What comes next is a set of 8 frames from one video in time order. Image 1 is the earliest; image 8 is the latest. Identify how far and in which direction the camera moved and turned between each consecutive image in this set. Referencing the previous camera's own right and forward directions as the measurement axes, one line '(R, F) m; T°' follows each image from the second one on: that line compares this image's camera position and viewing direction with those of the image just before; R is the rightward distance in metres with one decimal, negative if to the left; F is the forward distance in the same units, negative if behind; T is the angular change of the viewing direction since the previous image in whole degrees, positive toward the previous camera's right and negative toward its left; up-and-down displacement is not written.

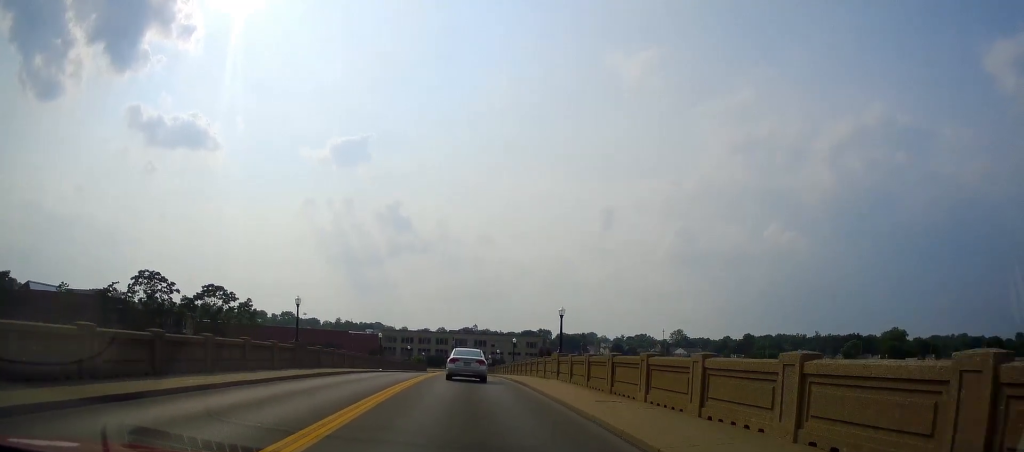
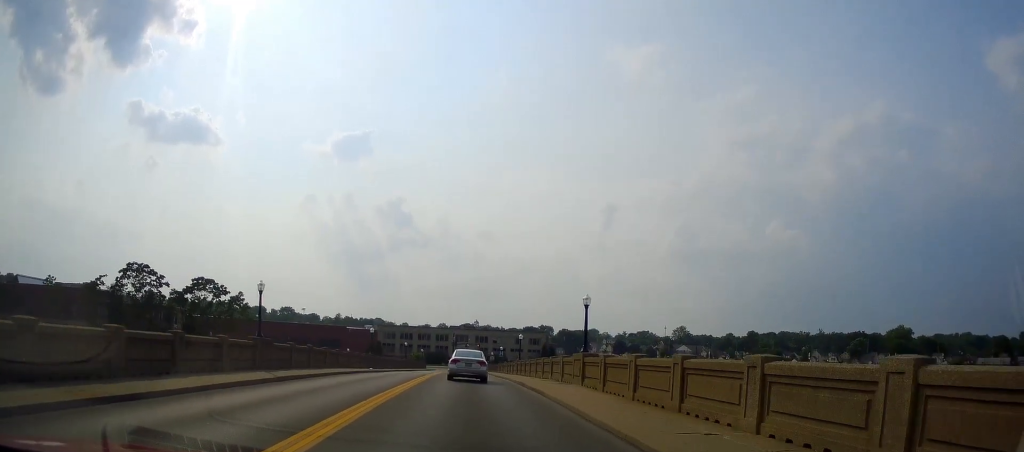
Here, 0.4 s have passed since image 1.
(+0.1, +5.7) m; +1°
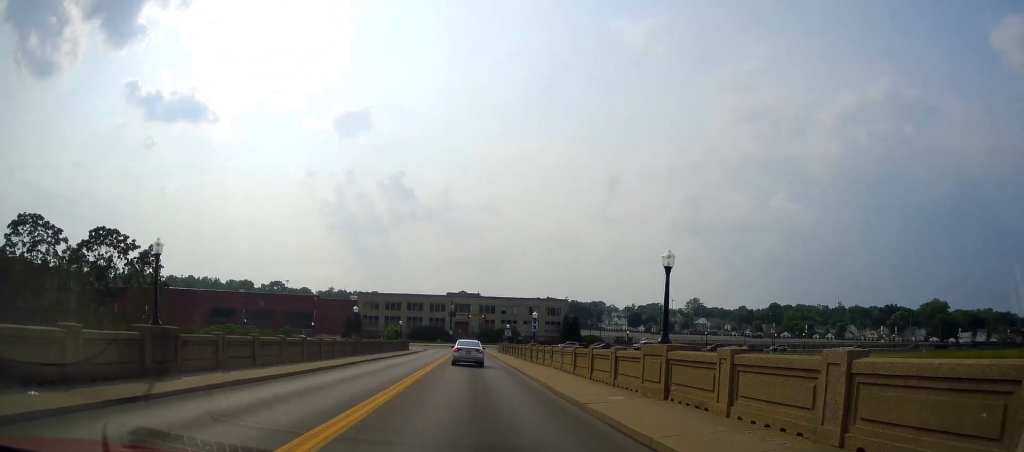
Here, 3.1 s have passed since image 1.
(-0.6, +37.3) m; -1°
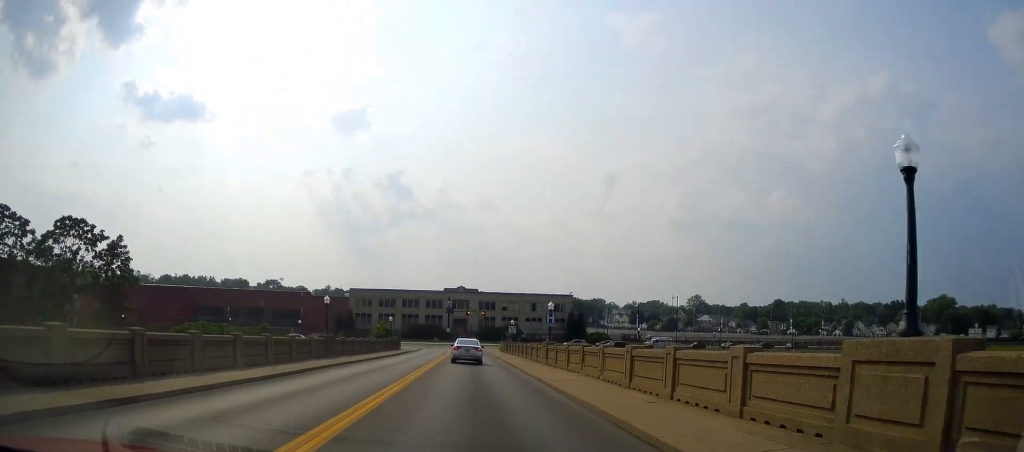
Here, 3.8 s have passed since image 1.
(0.0, +8.5) m; -1°
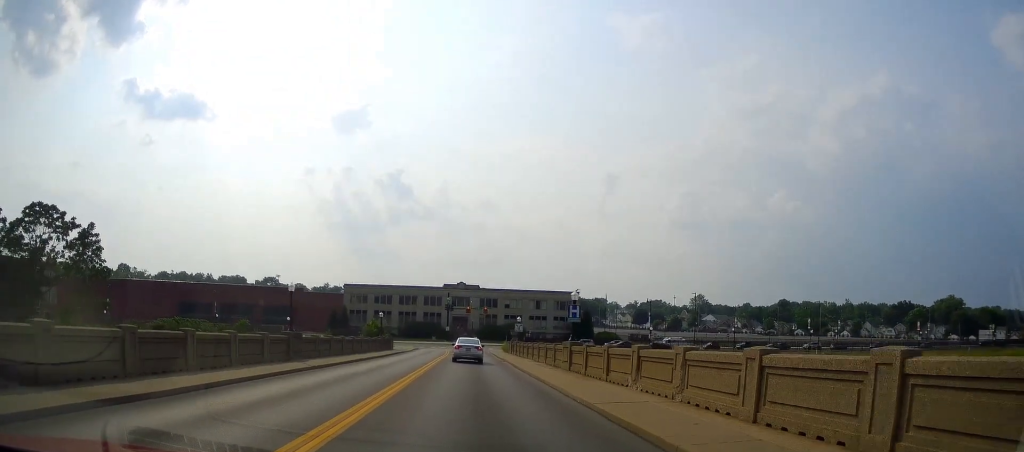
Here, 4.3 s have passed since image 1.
(+0.1, +7.2) m; -1°
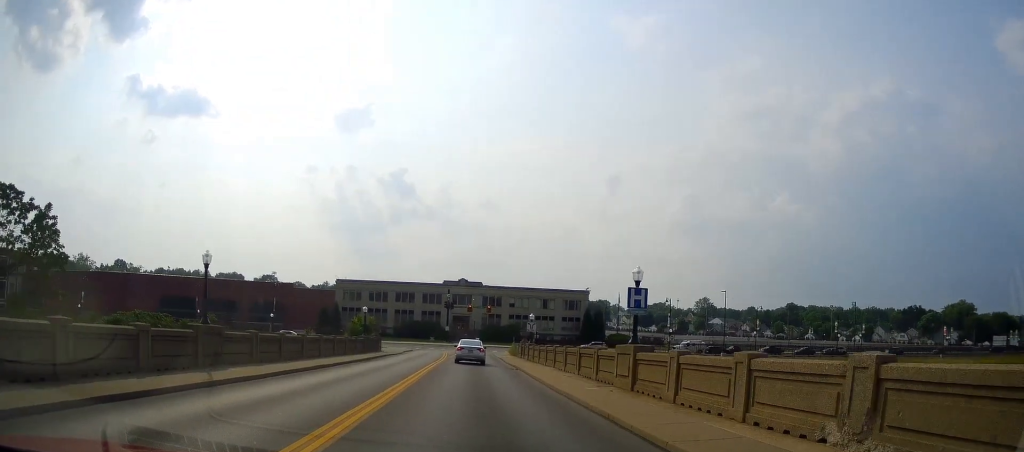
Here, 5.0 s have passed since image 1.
(-0.2, +9.5) m; 0°
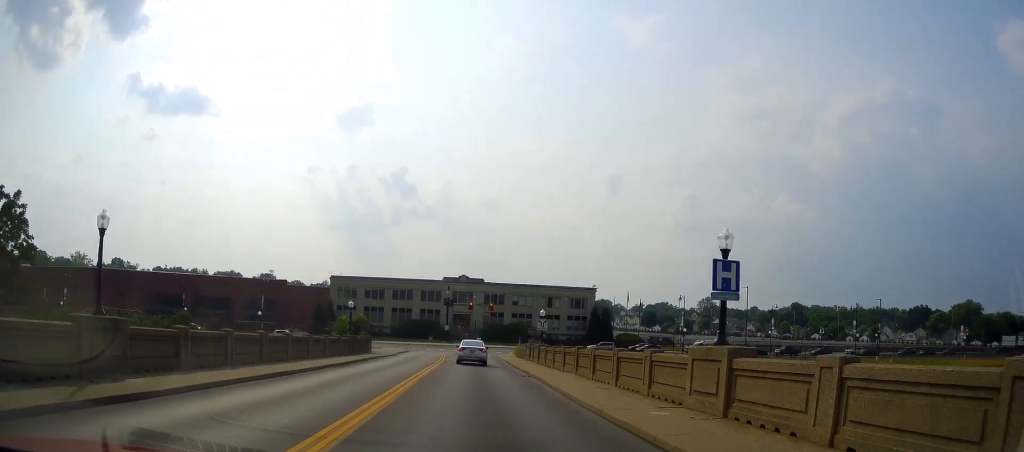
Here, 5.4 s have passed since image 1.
(-0.1, +5.9) m; 0°
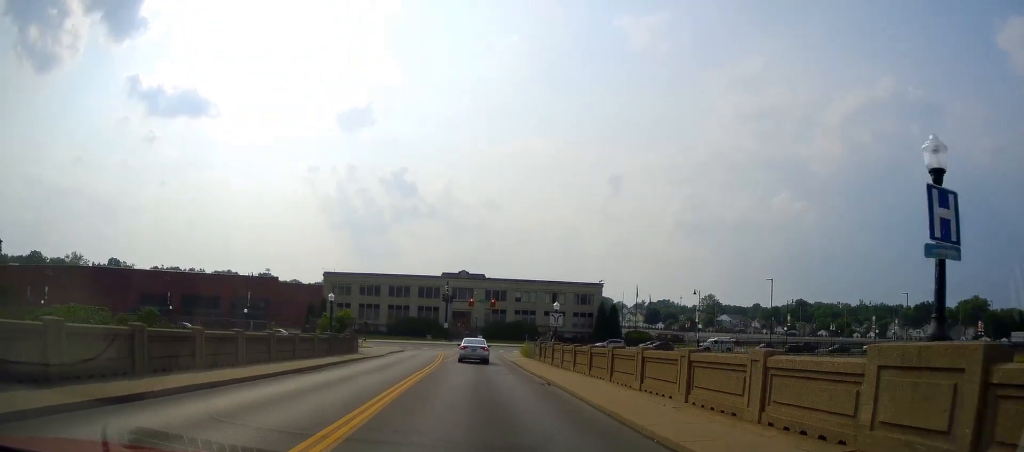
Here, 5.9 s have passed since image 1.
(+0.1, +5.9) m; +2°
